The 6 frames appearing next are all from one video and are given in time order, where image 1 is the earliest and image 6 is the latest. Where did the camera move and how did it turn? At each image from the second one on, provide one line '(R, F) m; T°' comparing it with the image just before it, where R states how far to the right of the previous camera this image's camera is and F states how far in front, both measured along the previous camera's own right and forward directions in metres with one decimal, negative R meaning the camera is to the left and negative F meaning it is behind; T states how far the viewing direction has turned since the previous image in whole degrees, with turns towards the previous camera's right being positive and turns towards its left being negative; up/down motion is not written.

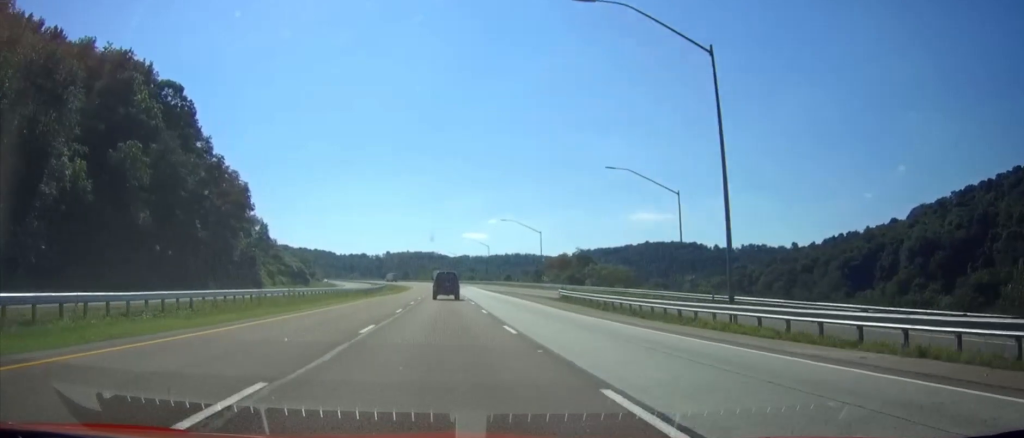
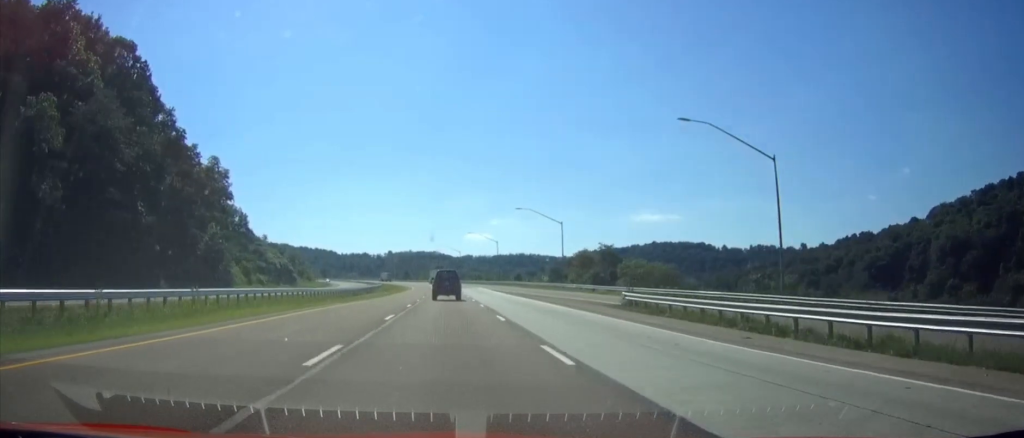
(0.0, +19.3) m; 0°
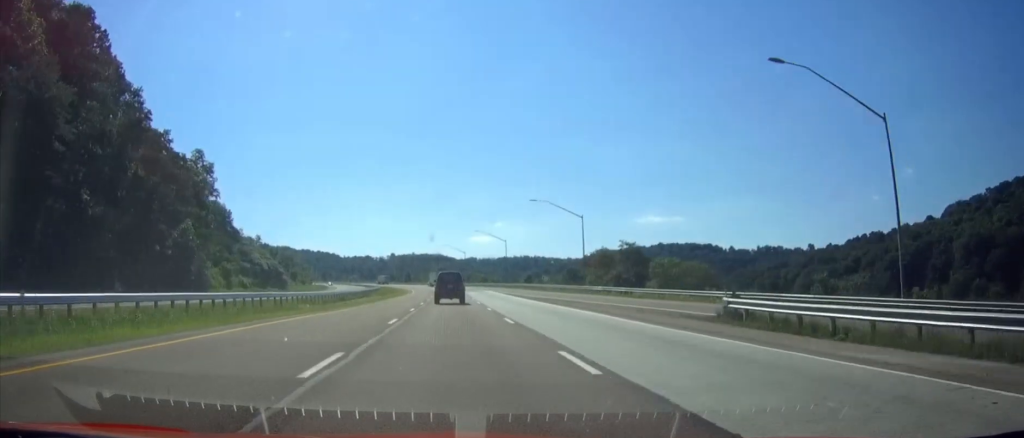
(0.0, +13.2) m; 0°
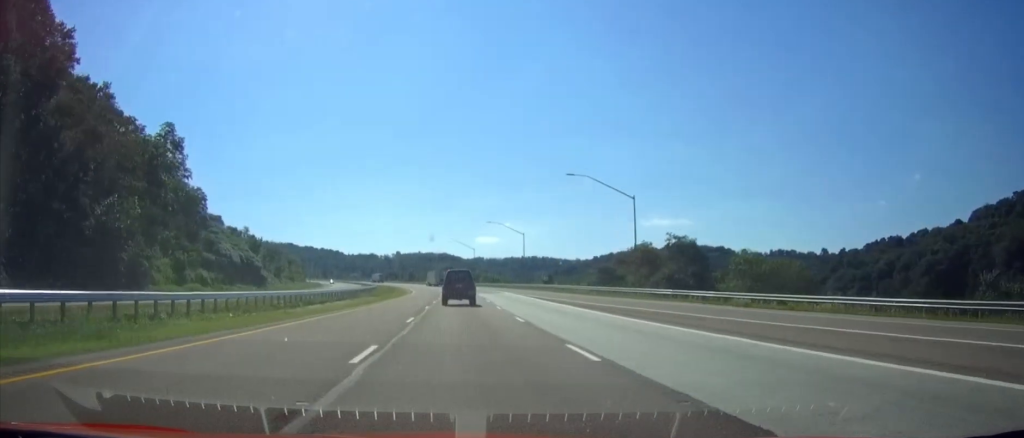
(-0.2, +22.2) m; 0°
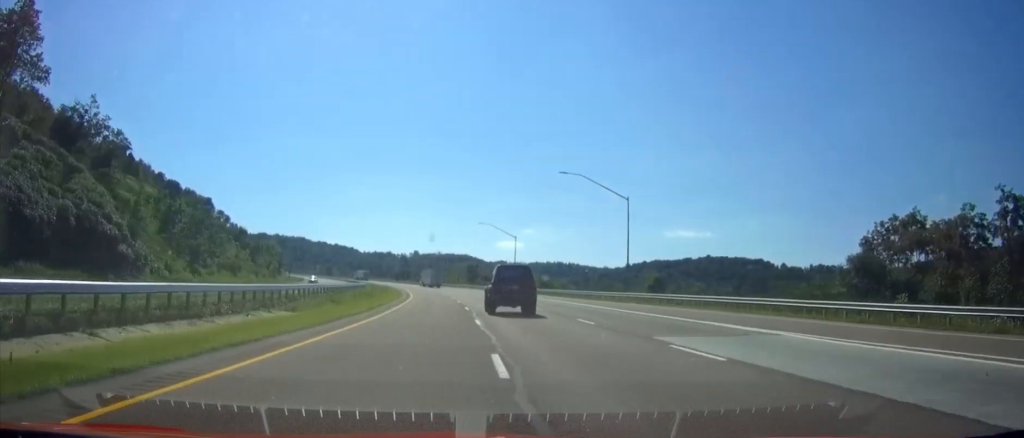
(-0.8, +61.6) m; -2°
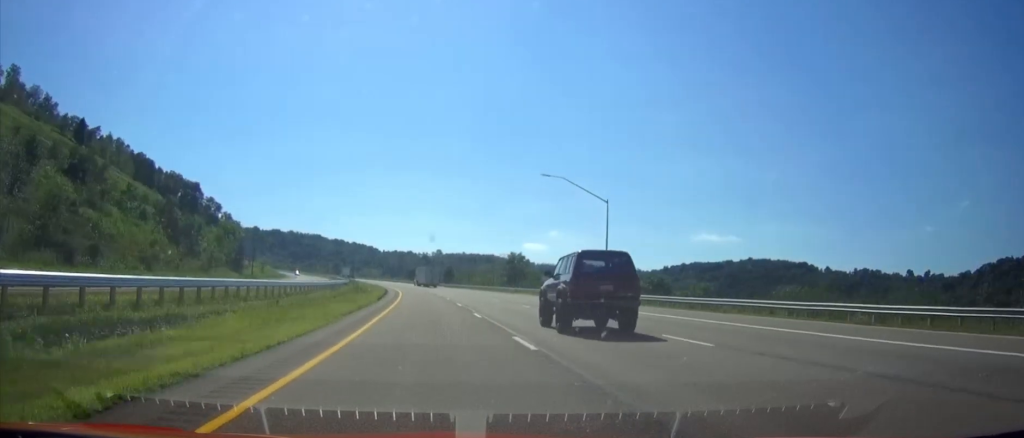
(-1.0, +57.3) m; -3°
